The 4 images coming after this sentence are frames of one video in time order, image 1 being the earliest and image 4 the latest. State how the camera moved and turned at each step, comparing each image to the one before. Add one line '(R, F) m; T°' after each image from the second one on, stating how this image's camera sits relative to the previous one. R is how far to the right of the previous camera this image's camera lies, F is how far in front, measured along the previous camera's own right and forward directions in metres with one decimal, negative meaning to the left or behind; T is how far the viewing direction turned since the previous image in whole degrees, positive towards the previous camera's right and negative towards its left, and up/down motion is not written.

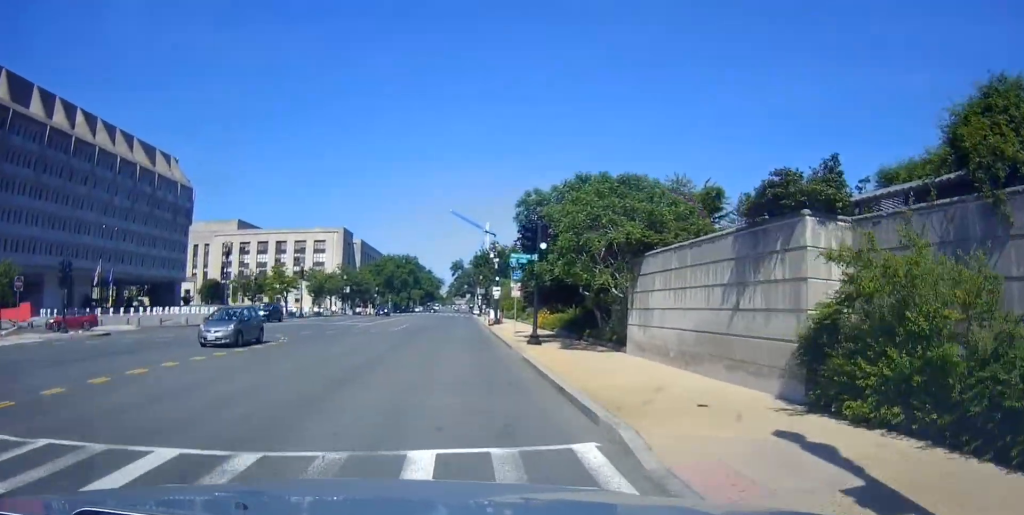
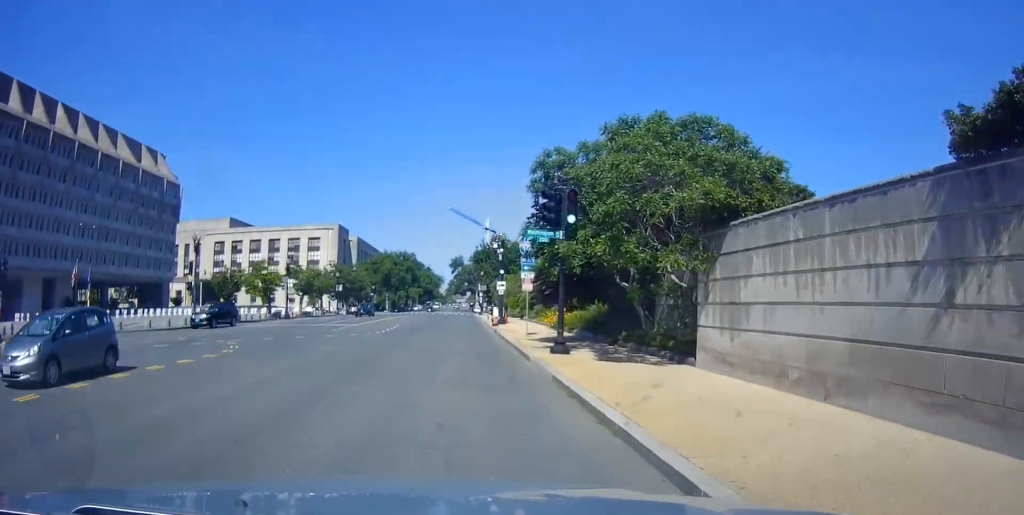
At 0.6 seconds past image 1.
(0.0, +6.3) m; 0°
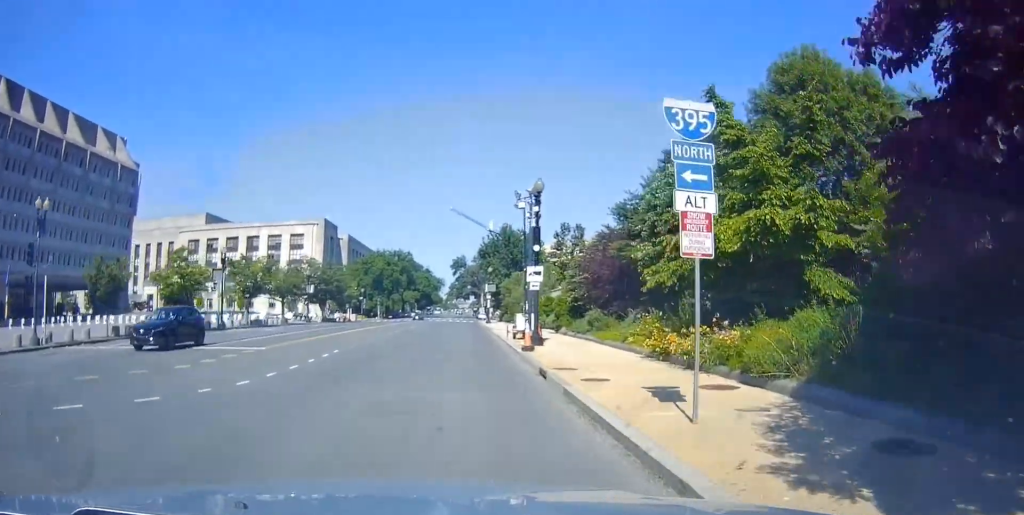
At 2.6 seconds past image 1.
(0.0, +19.5) m; 0°
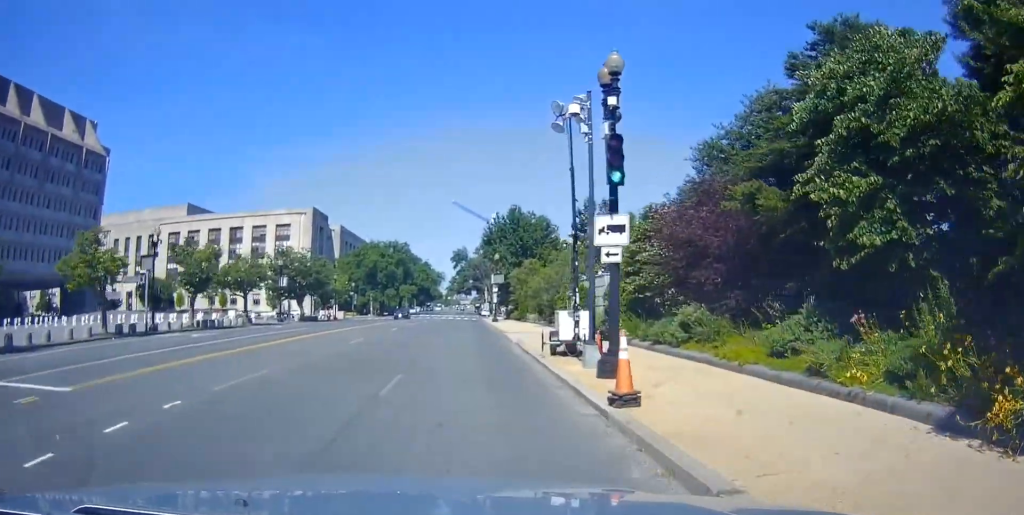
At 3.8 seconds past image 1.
(0.0, +12.3) m; 0°
